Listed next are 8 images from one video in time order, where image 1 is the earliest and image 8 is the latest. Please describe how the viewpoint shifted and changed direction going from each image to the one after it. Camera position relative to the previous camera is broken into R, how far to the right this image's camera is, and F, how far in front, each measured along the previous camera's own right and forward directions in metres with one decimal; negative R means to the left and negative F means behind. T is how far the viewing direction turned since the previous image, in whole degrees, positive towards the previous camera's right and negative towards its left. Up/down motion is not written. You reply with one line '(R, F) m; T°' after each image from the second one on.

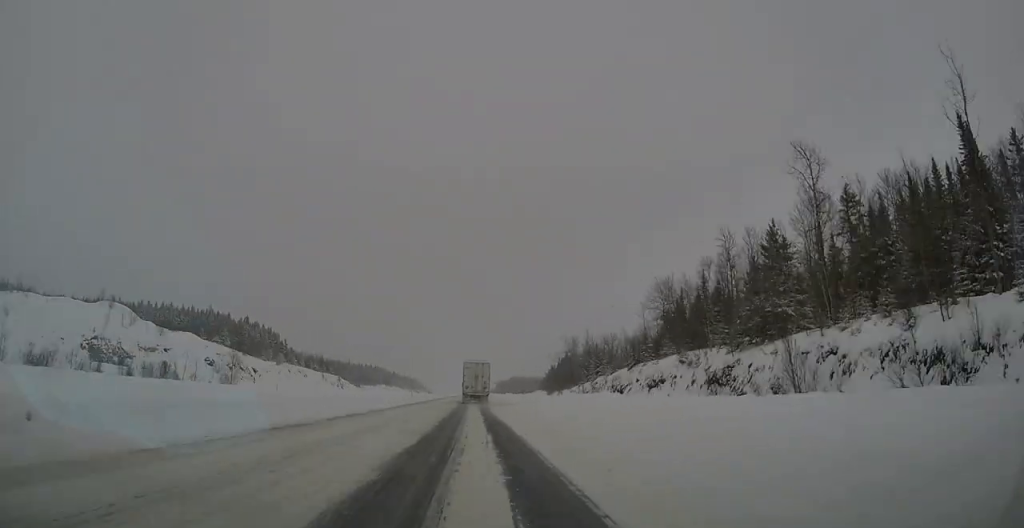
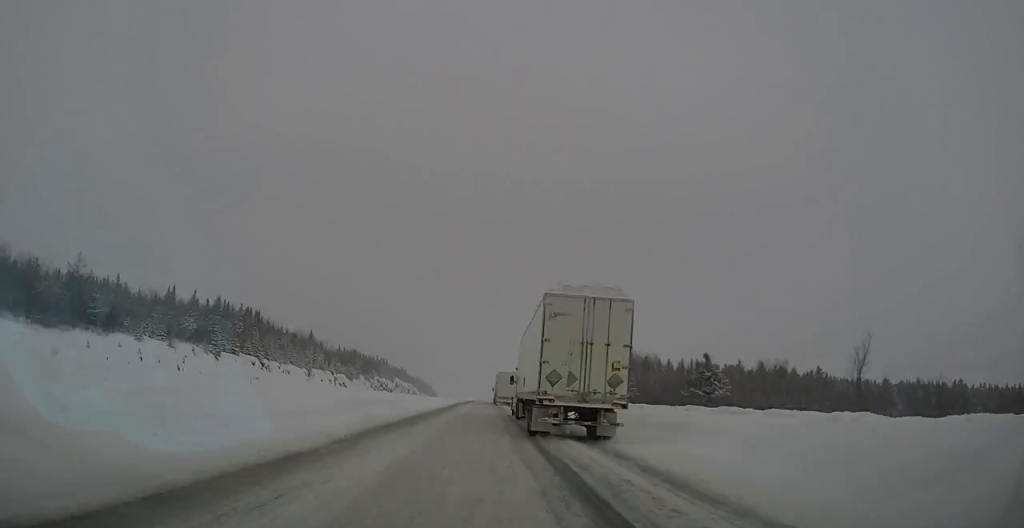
(-1.0, +266.0) m; 0°
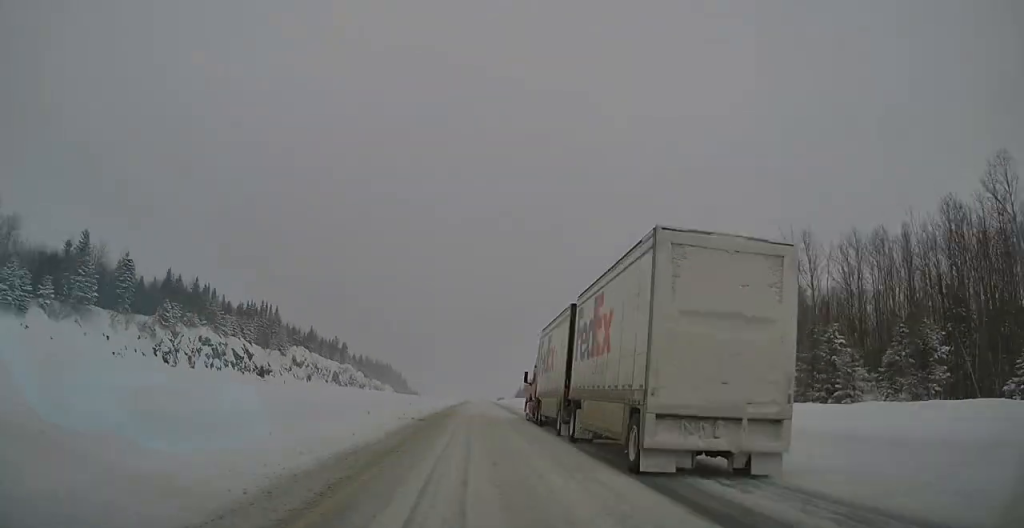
(+0.2, +221.0) m; 0°
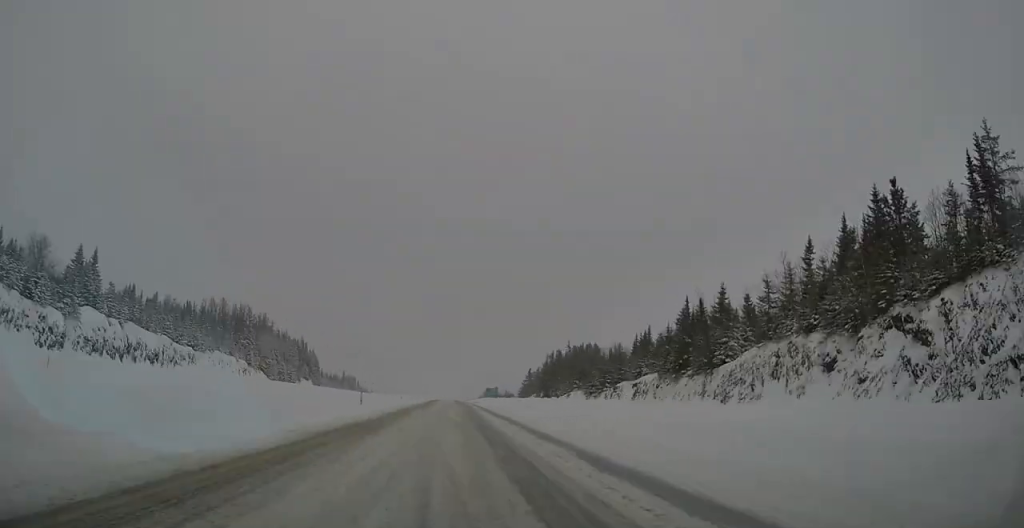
(+0.8, +236.8) m; 0°
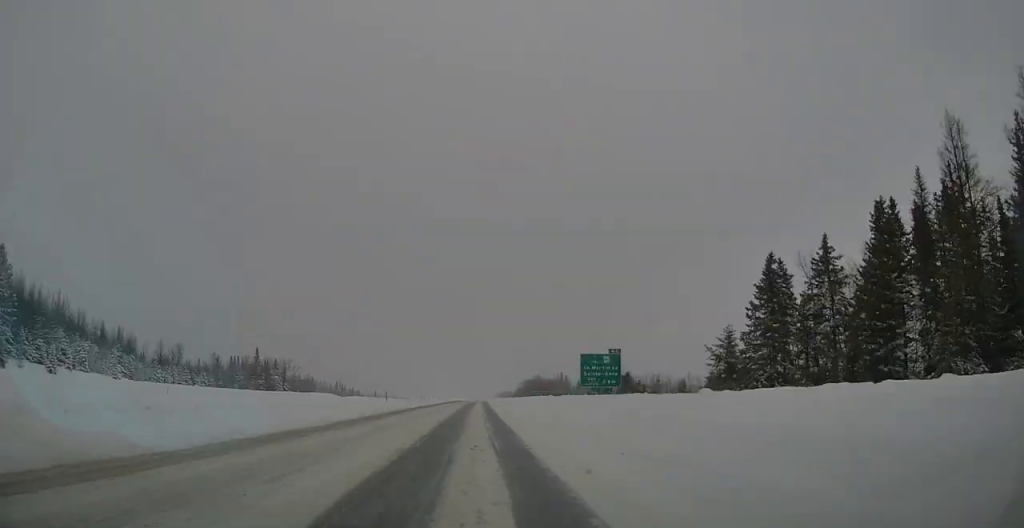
(+1.0, +204.5) m; 0°
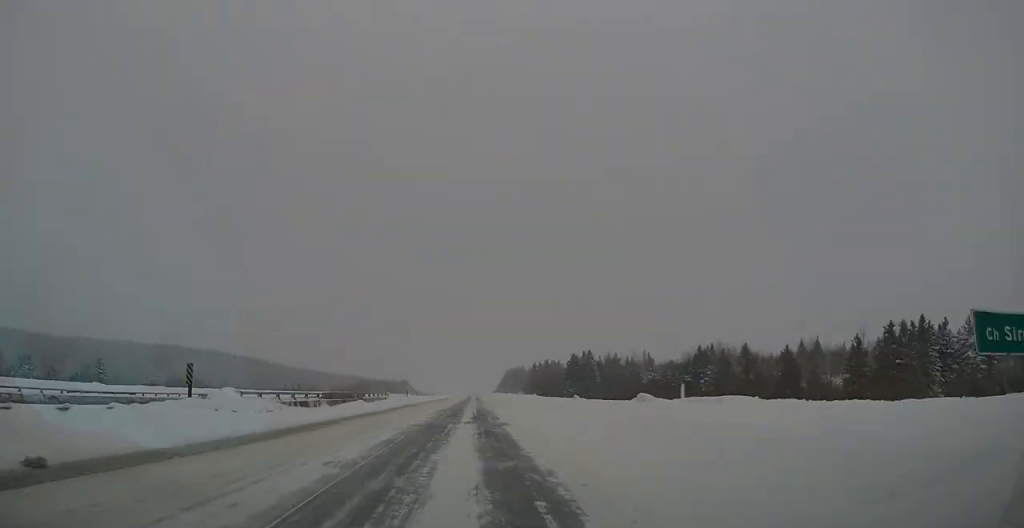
(-2.2, +457.1) m; 0°
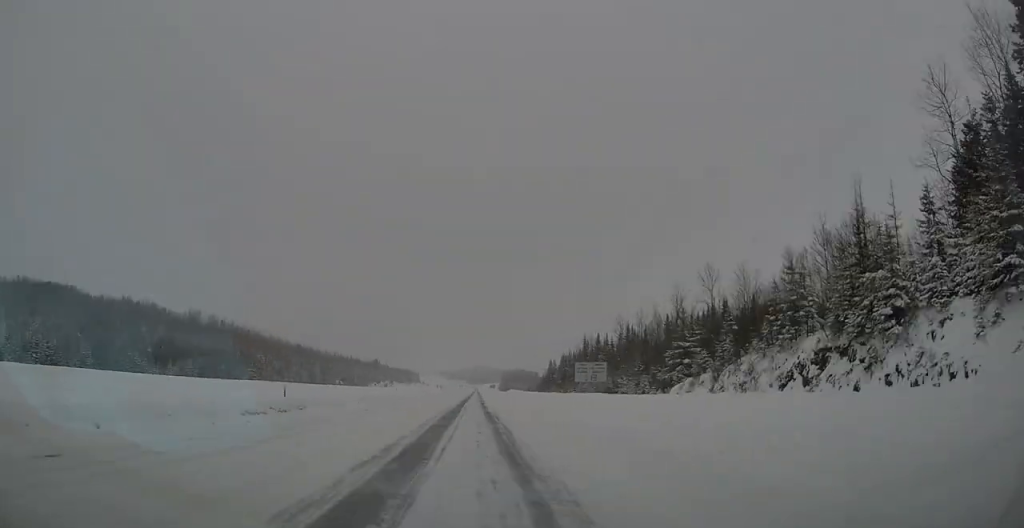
(+0.5, +805.0) m; 0°
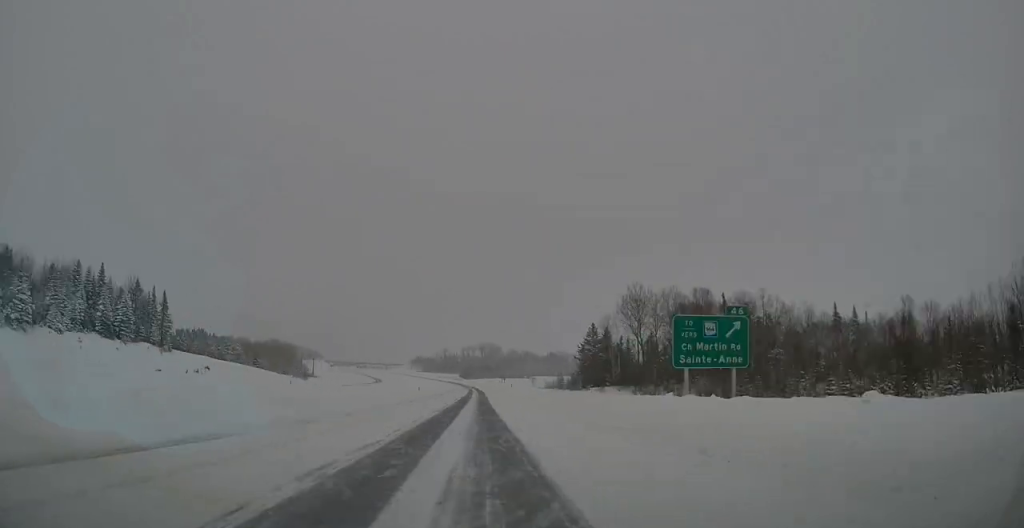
(-0.3, +519.7) m; -6°
